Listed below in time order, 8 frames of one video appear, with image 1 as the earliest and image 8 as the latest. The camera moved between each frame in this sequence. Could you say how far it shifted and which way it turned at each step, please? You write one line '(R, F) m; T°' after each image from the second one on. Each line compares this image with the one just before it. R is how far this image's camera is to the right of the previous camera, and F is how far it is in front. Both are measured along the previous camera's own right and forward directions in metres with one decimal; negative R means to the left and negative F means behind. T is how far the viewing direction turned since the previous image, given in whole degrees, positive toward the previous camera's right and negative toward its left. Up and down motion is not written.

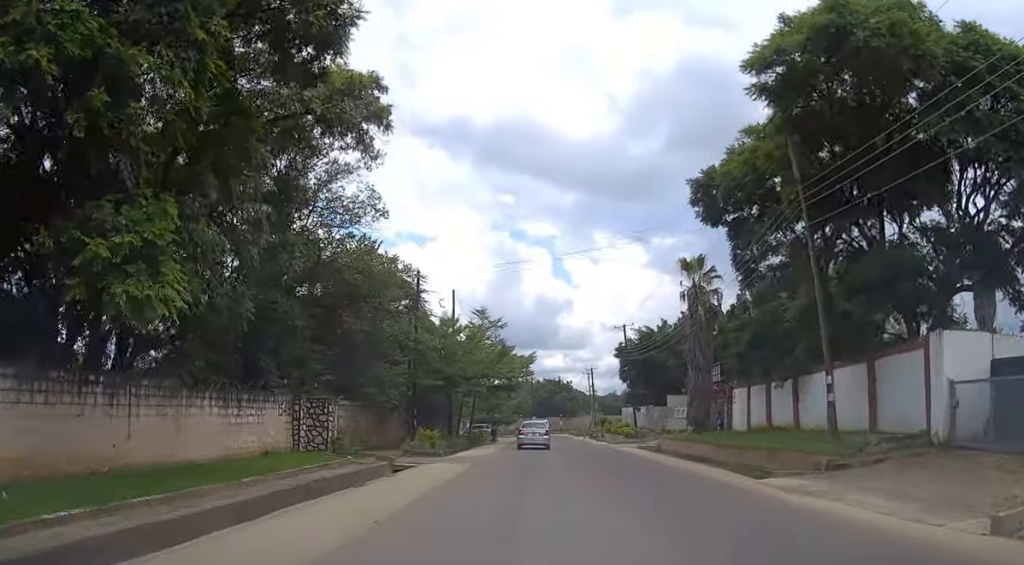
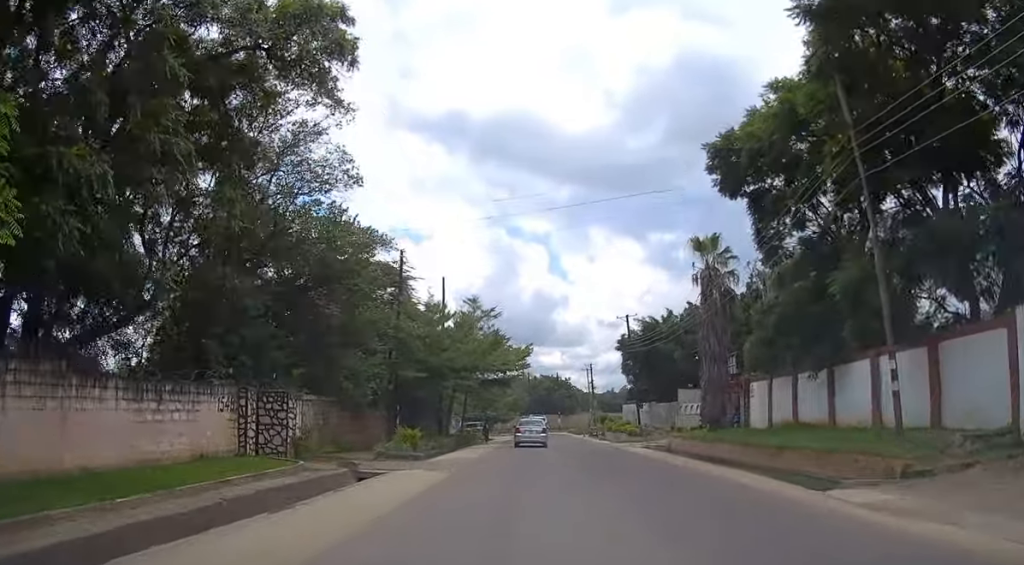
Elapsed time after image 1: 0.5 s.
(-0.1, +4.4) m; 0°
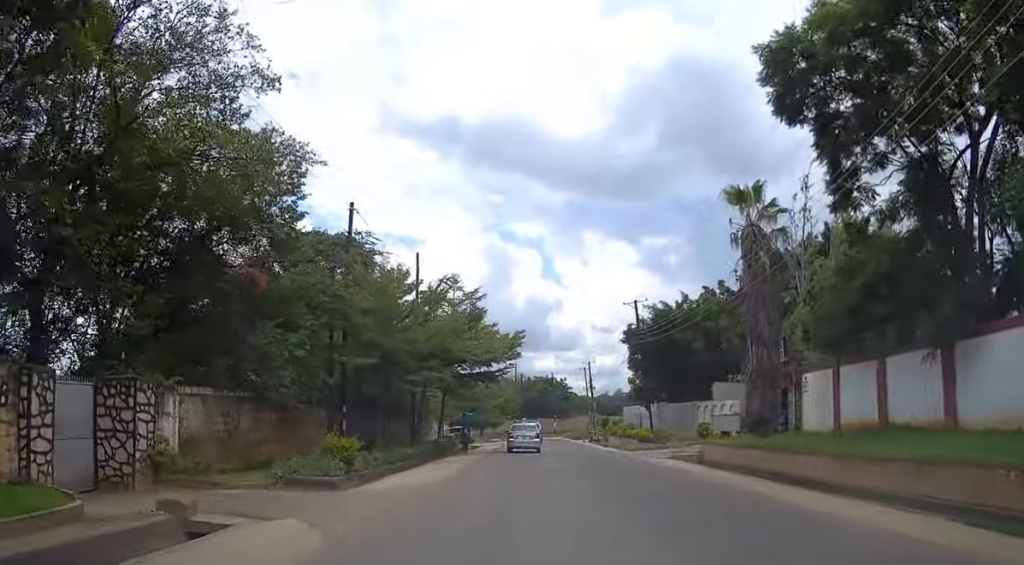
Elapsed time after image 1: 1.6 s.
(-0.1, +9.2) m; 0°
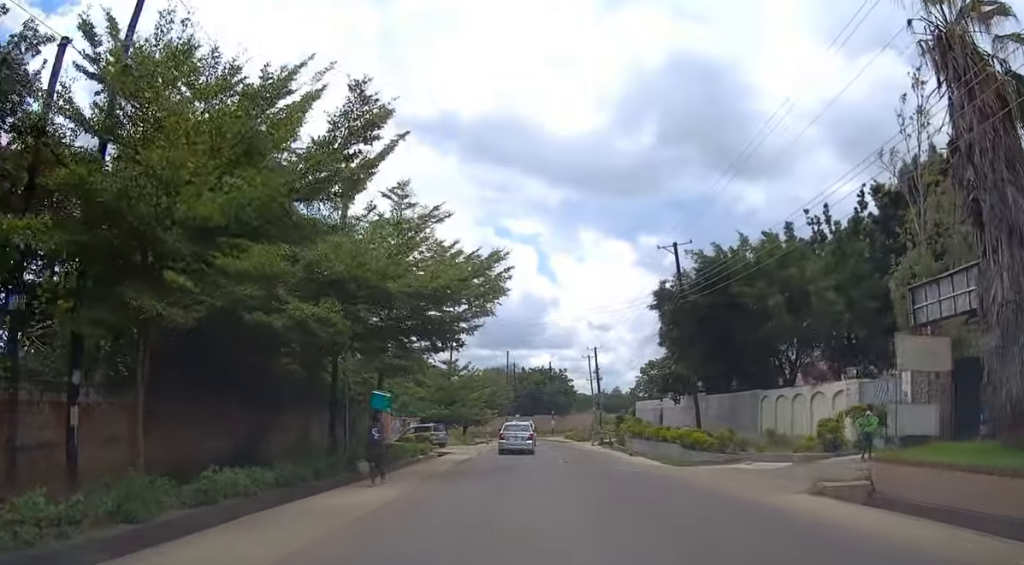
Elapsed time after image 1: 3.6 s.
(+0.1, +17.3) m; 0°
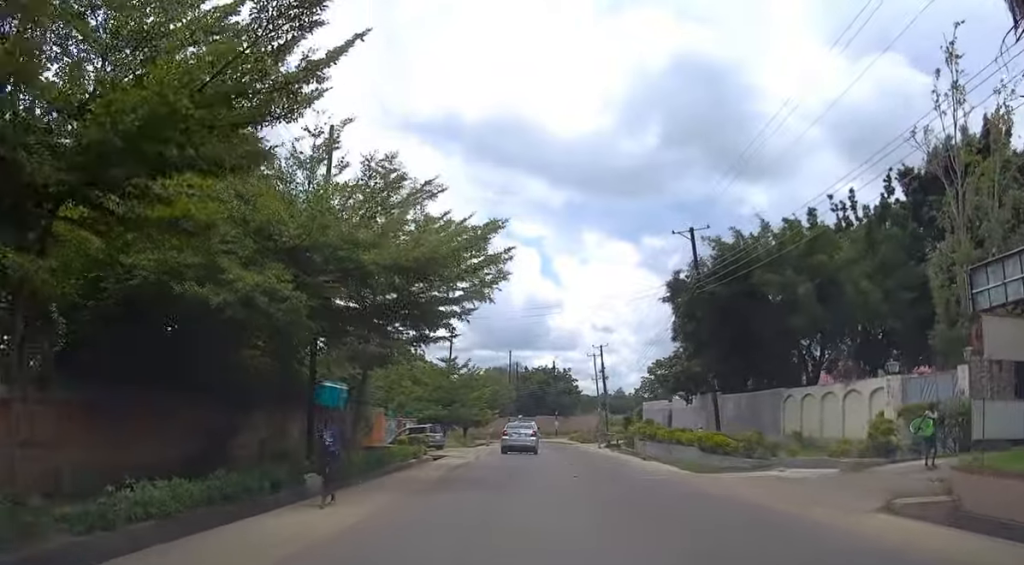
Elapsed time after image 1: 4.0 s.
(0.0, +3.3) m; 0°
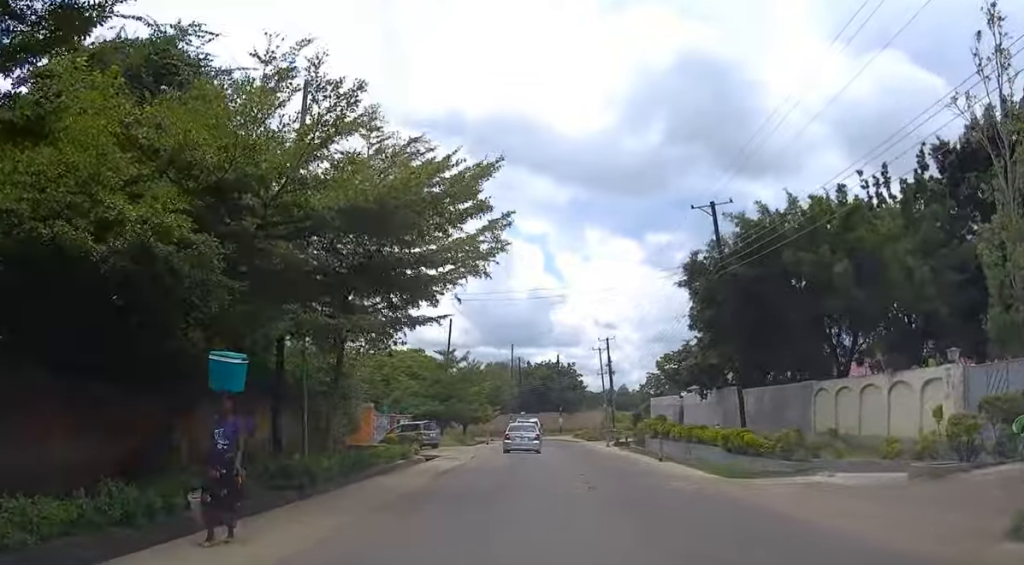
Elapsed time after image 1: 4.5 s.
(0.0, +3.7) m; 0°
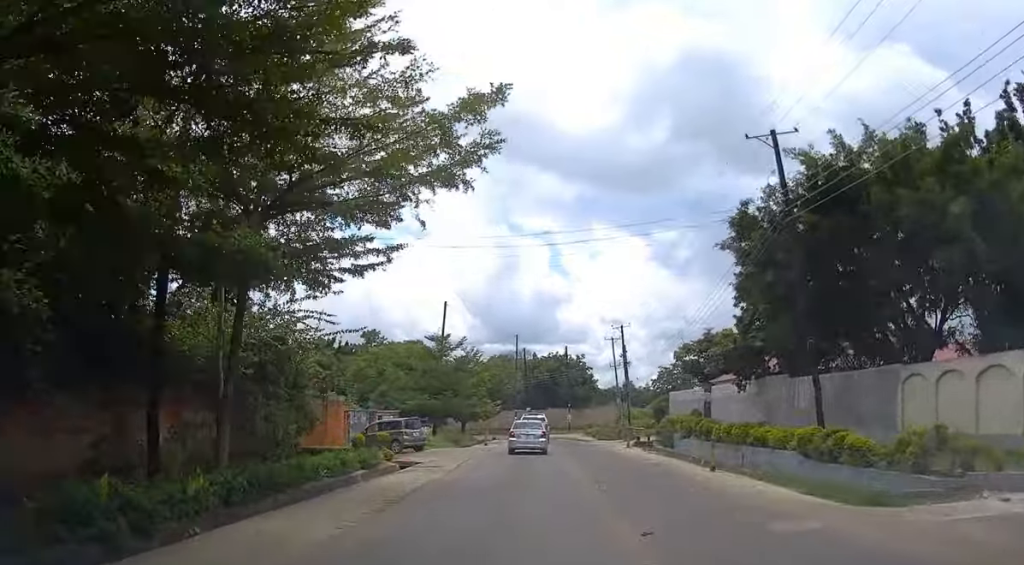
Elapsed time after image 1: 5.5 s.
(0.0, +8.0) m; 0°
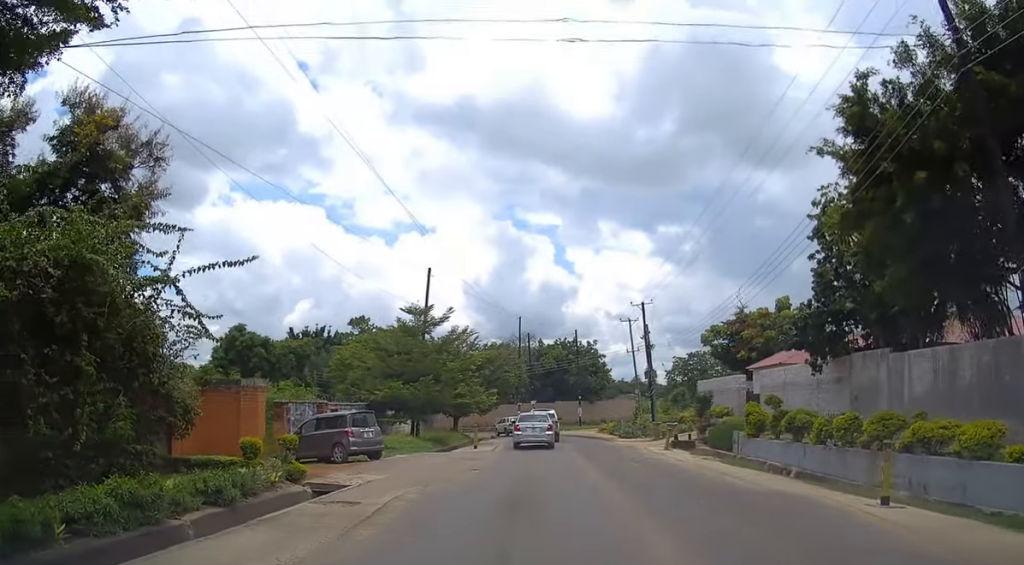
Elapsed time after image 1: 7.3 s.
(+0.1, +11.8) m; 0°
